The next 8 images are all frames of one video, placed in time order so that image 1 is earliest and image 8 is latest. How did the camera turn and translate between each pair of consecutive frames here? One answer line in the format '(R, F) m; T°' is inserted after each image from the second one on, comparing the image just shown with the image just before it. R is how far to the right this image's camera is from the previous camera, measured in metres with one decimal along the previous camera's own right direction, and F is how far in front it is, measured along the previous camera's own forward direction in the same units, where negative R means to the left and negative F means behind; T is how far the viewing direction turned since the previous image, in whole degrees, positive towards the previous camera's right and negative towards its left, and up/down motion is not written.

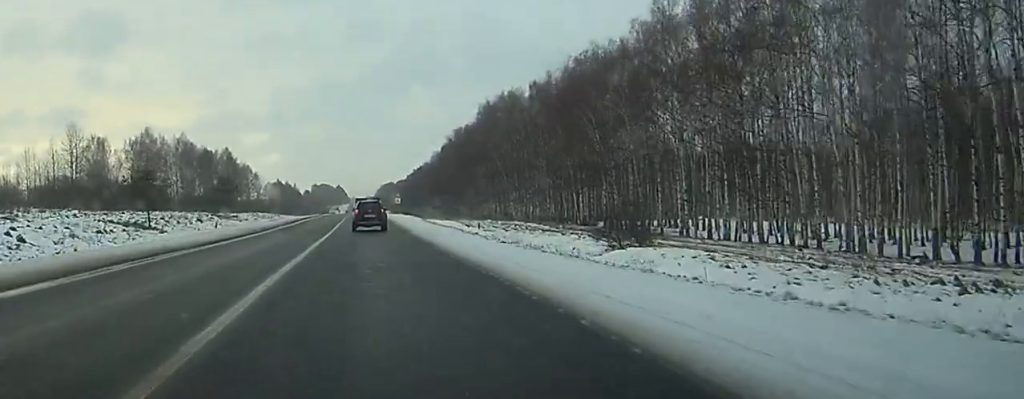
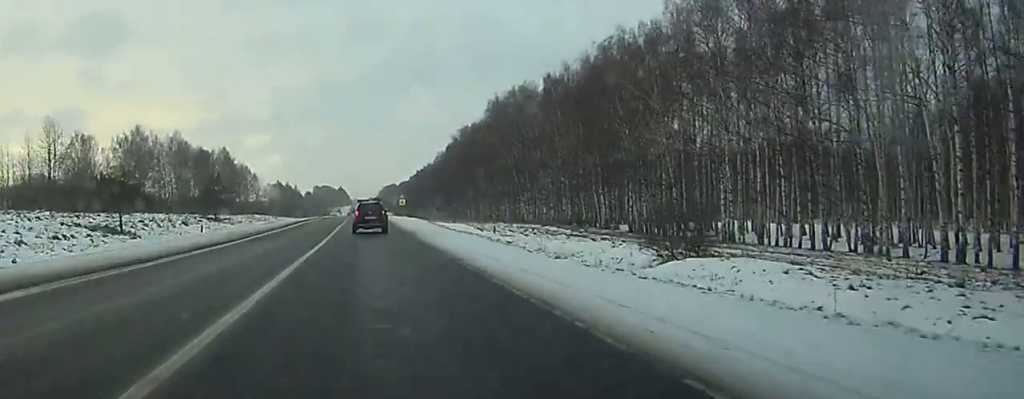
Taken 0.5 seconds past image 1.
(-0.4, +10.1) m; -1°
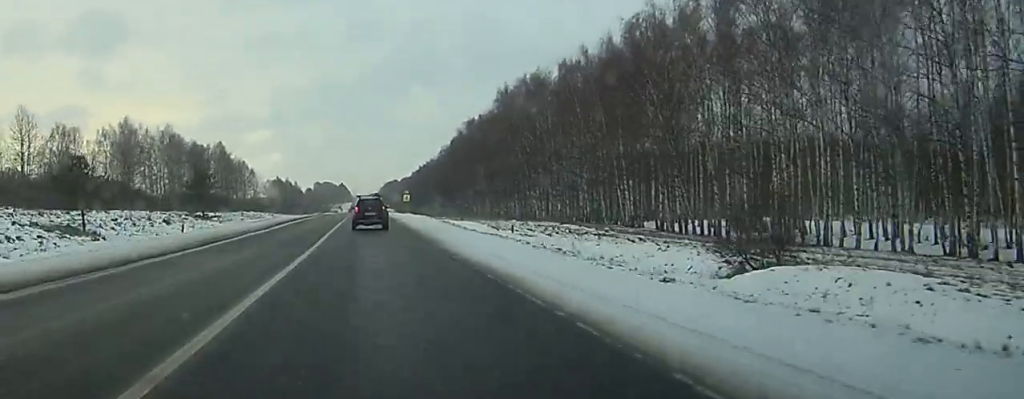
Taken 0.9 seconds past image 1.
(-0.2, +10.0) m; 0°
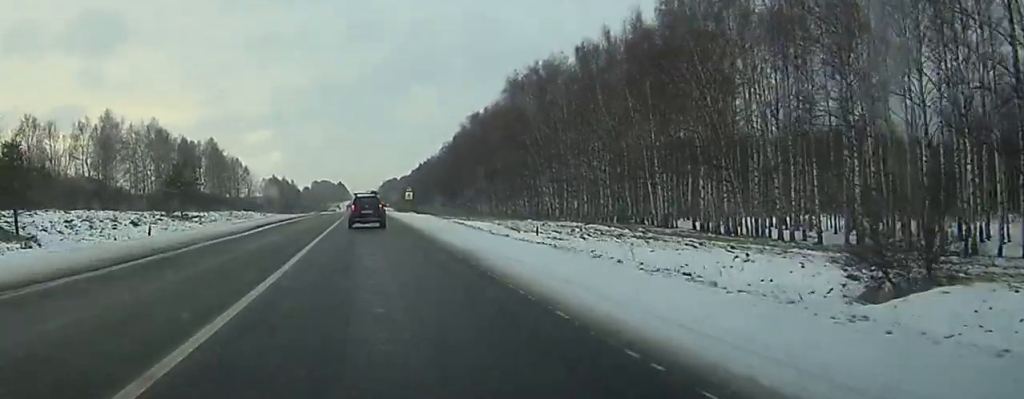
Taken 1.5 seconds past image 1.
(+0.2, +11.6) m; +1°
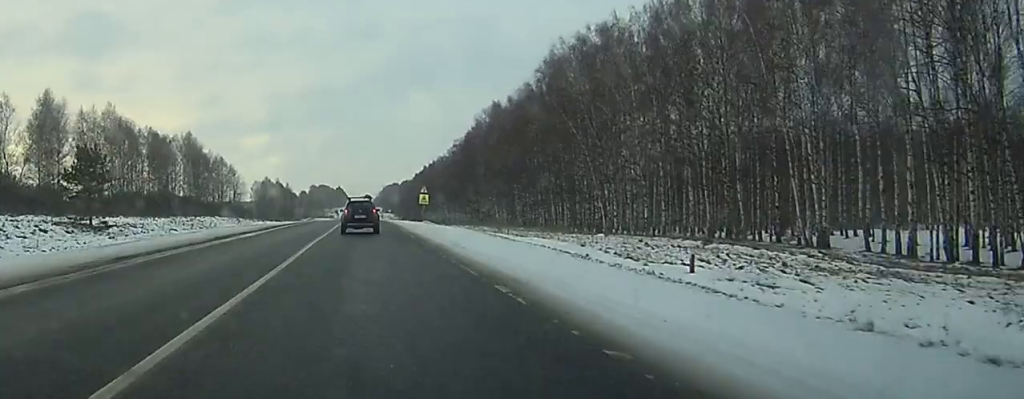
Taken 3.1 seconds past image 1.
(+0.3, +30.9) m; +1°
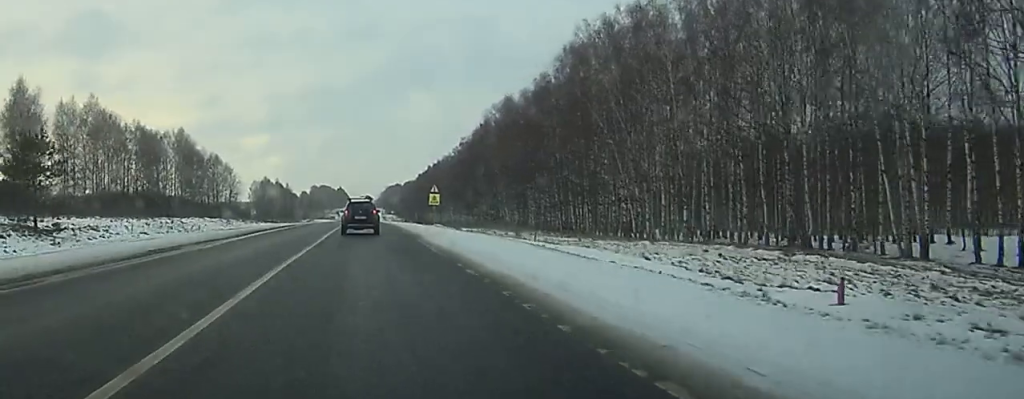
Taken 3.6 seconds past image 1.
(0.0, +10.9) m; 0°
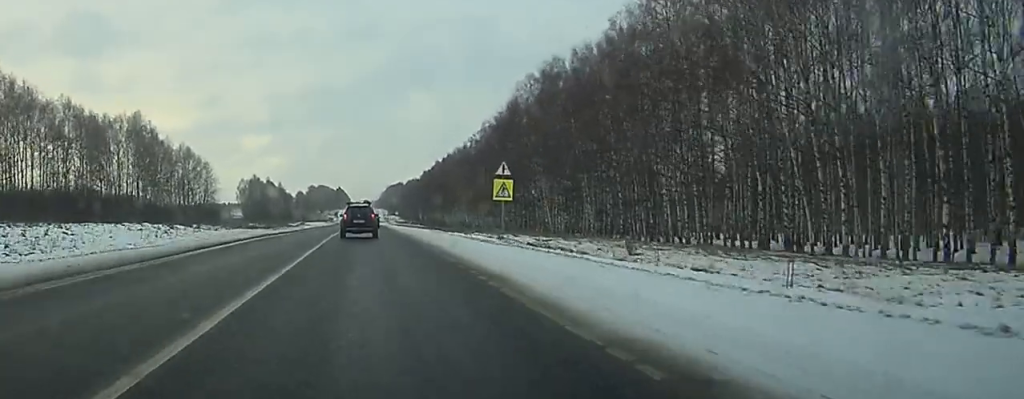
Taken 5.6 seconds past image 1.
(0.0, +37.6) m; 0°
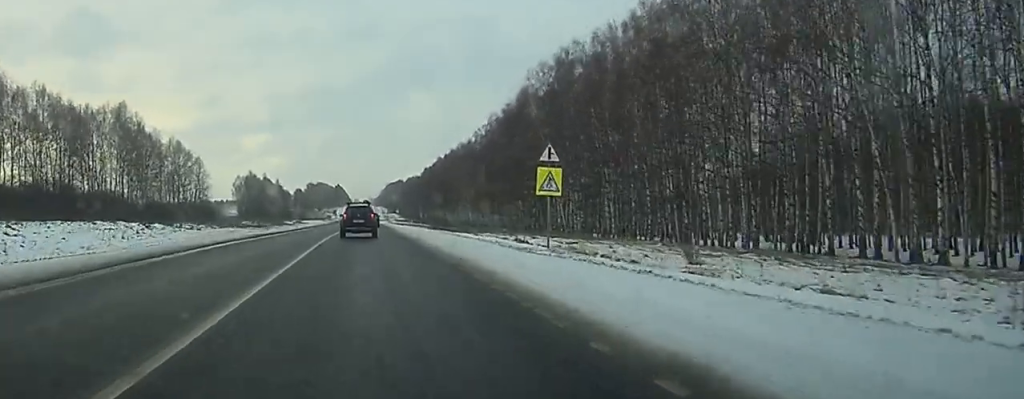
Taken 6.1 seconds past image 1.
(0.0, +10.3) m; 0°
